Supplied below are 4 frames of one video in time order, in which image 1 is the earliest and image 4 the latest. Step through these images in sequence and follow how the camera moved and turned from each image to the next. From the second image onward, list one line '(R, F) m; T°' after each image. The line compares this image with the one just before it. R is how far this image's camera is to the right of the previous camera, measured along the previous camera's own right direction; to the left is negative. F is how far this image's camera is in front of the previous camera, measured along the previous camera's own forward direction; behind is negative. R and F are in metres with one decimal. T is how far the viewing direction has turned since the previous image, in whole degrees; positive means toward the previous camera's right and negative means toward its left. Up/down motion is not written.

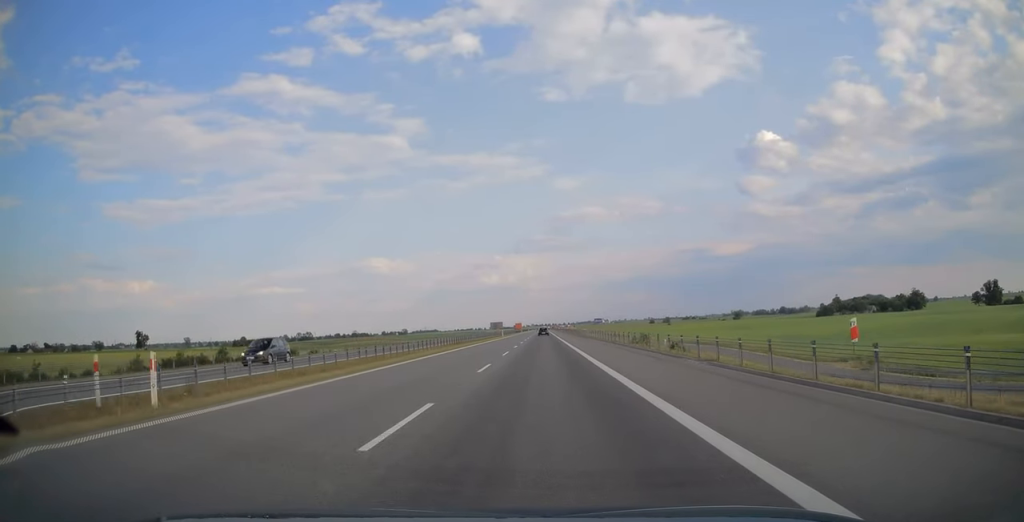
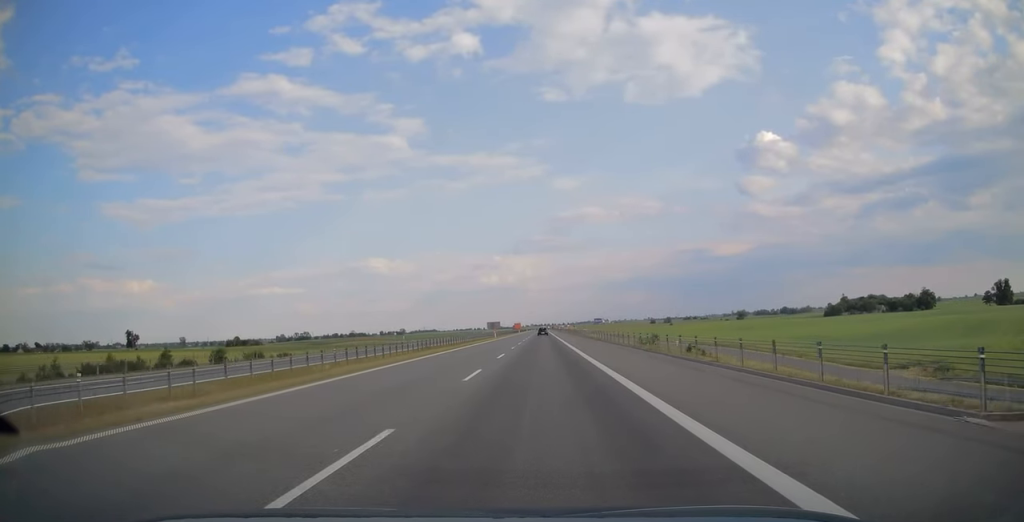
(+0.1, +14.9) m; 0°
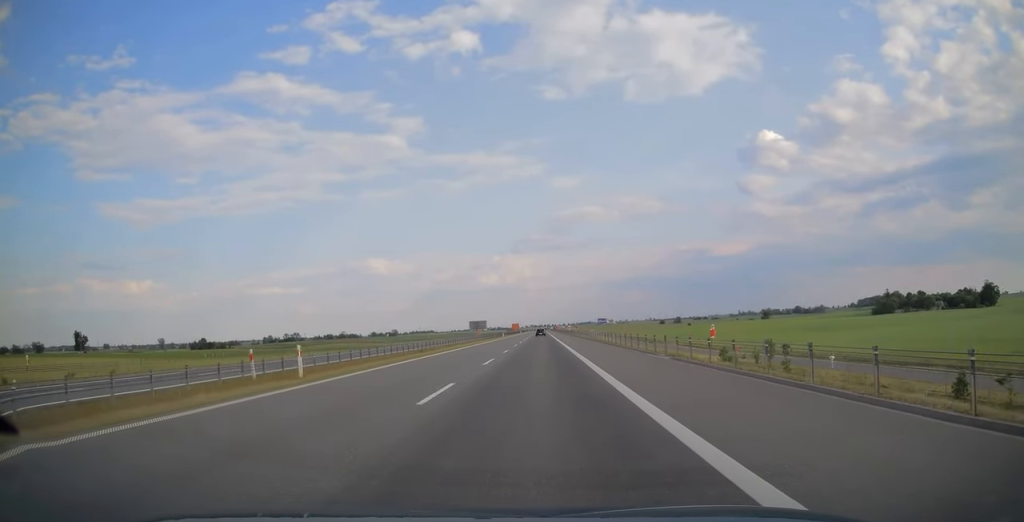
(-0.1, +76.5) m; 0°
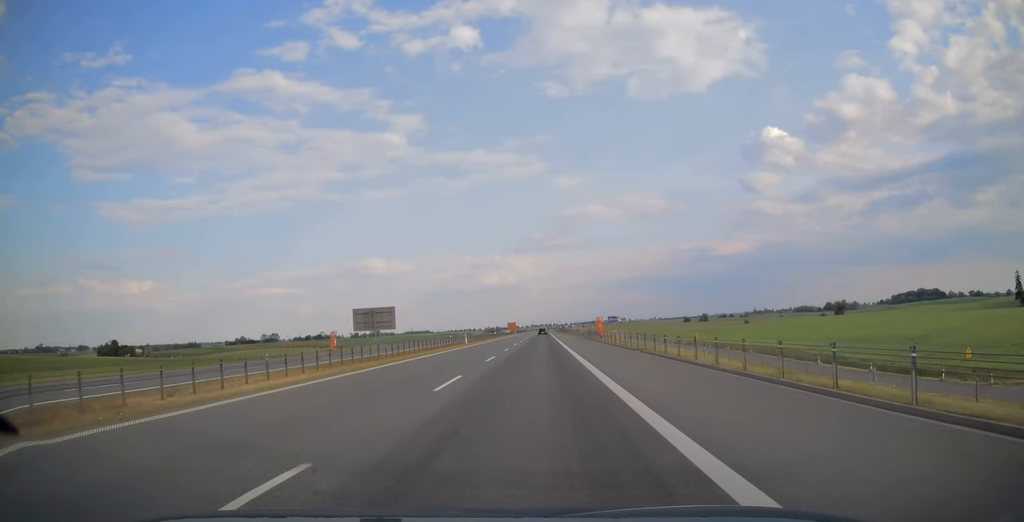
(+0.3, +152.9) m; 0°
